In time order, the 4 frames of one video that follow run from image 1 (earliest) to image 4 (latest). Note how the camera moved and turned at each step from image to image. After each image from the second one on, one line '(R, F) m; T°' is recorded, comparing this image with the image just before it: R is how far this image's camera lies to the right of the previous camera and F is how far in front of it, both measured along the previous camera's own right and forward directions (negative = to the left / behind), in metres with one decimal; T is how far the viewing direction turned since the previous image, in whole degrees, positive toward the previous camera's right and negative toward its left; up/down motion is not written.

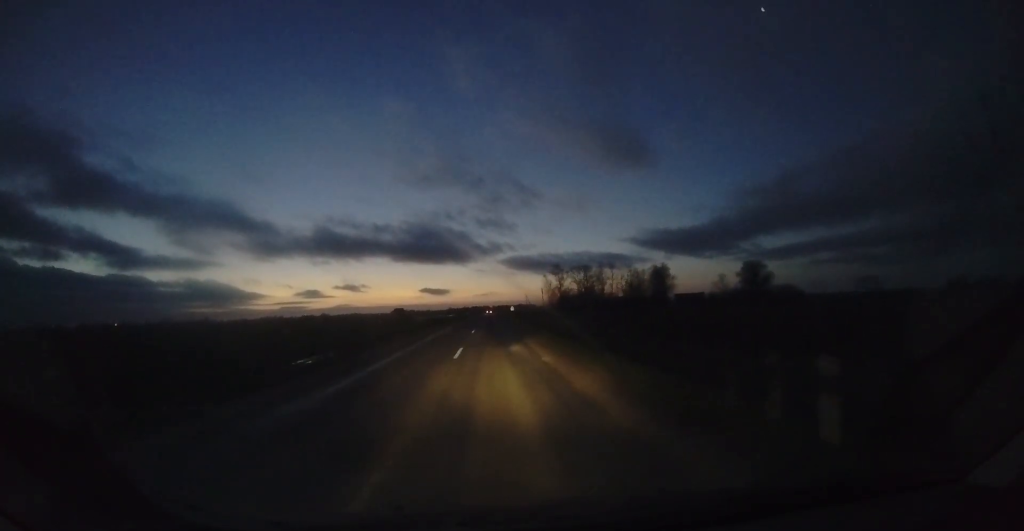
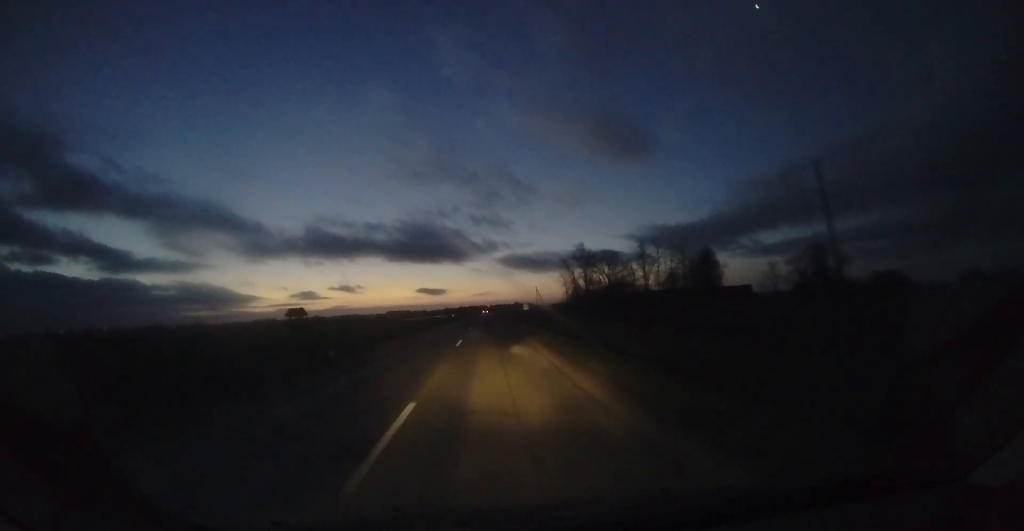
(+0.5, +33.0) m; +1°
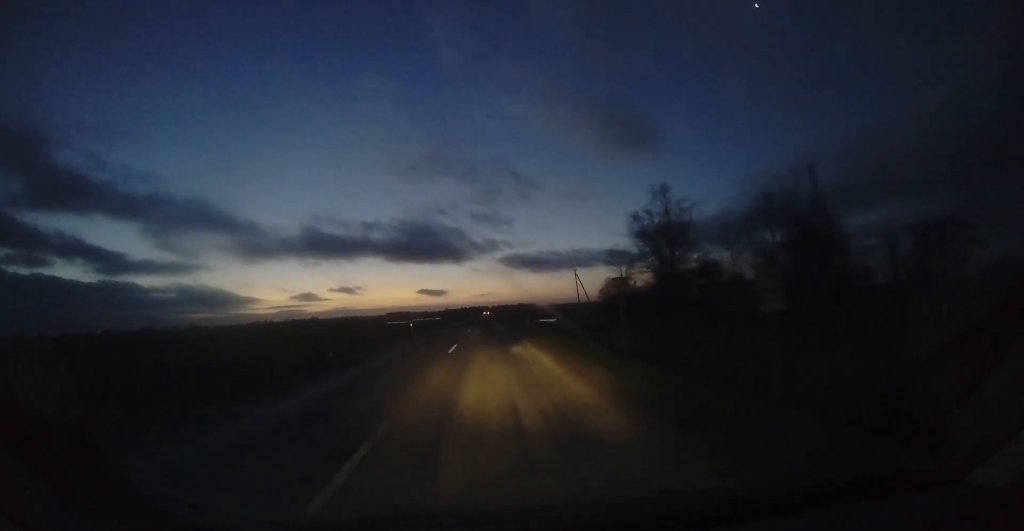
(+0.3, +37.8) m; +1°
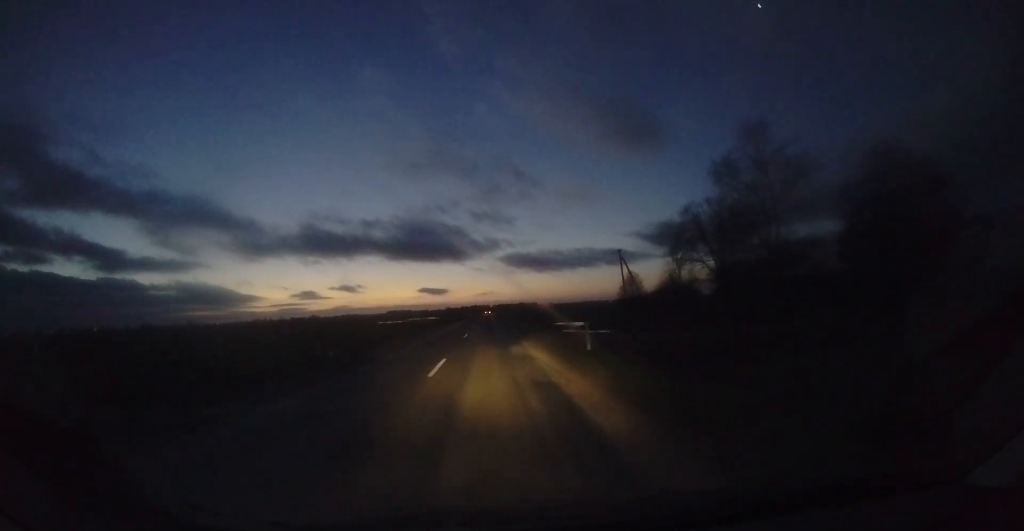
(+0.1, +16.6) m; 0°
